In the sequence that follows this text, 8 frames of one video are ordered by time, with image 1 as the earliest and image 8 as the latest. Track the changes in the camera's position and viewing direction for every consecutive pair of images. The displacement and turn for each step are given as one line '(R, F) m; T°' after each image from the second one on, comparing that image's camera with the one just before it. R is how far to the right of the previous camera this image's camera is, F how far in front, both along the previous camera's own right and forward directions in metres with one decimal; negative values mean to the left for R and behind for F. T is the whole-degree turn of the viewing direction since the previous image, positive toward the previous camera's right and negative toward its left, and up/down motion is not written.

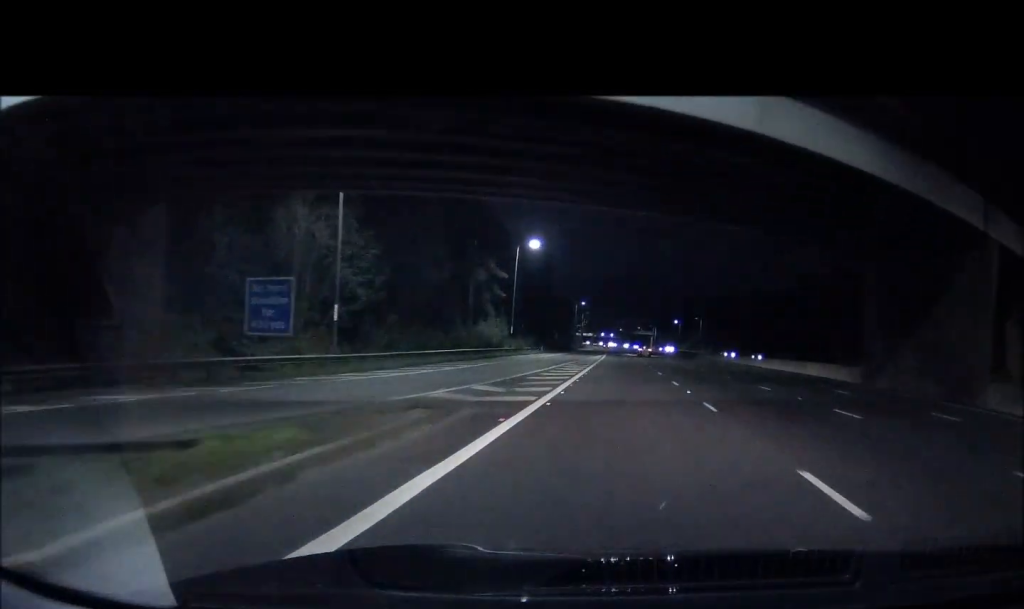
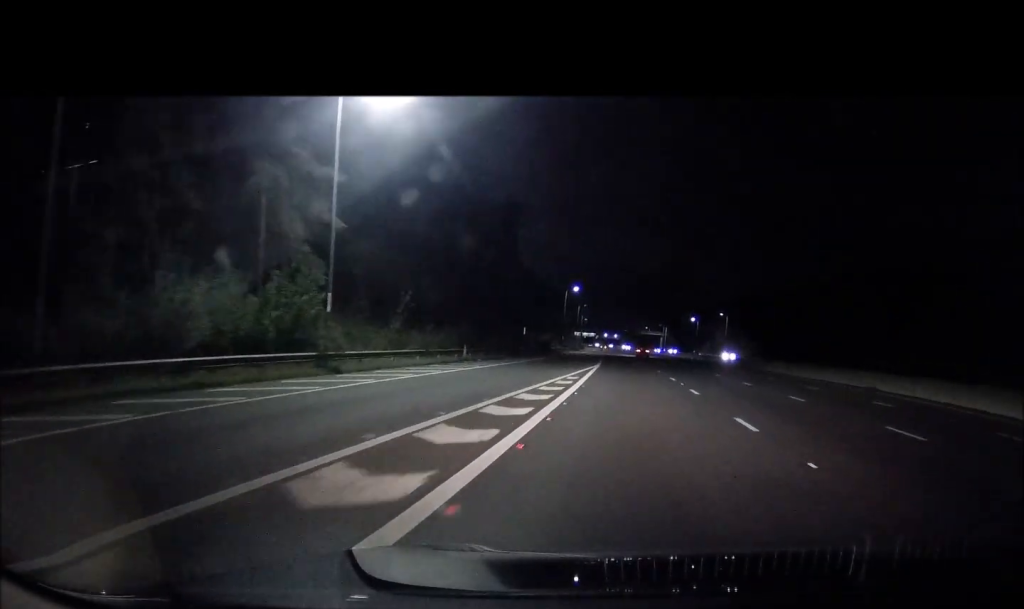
(+0.1, +47.6) m; 0°
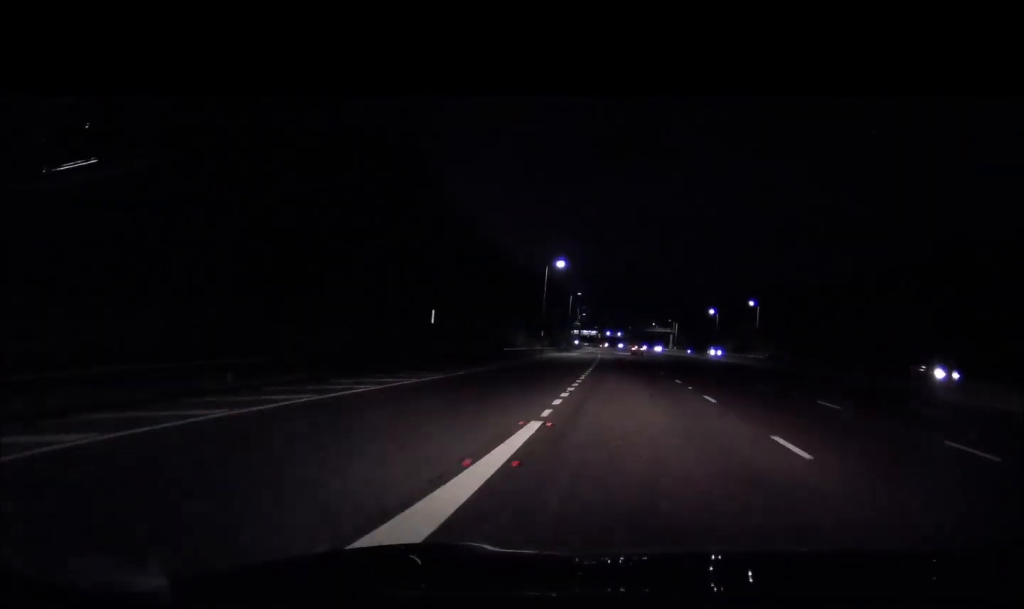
(-0.5, +38.9) m; -1°
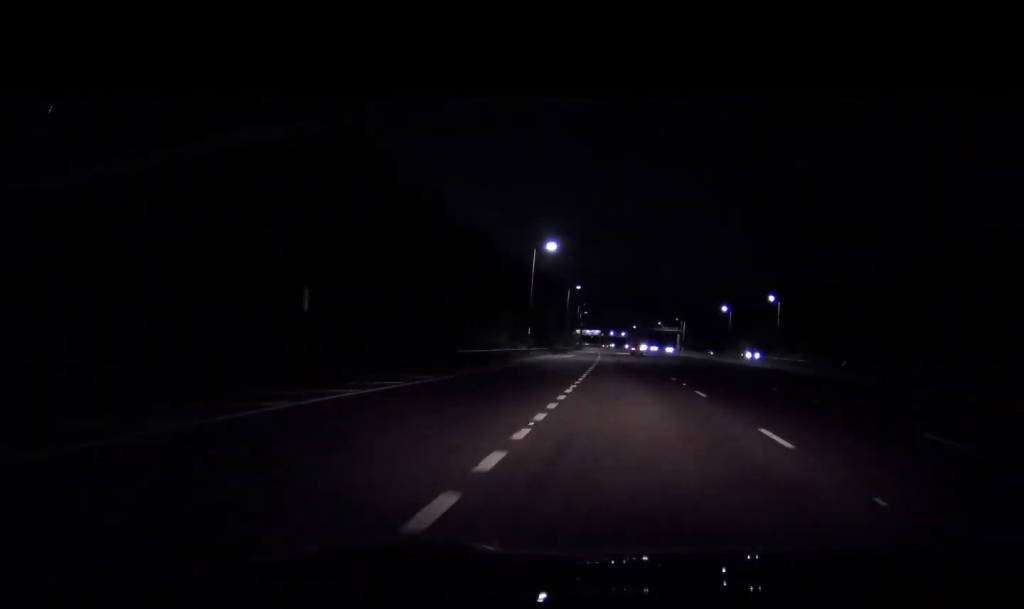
(-0.1, +16.4) m; 0°
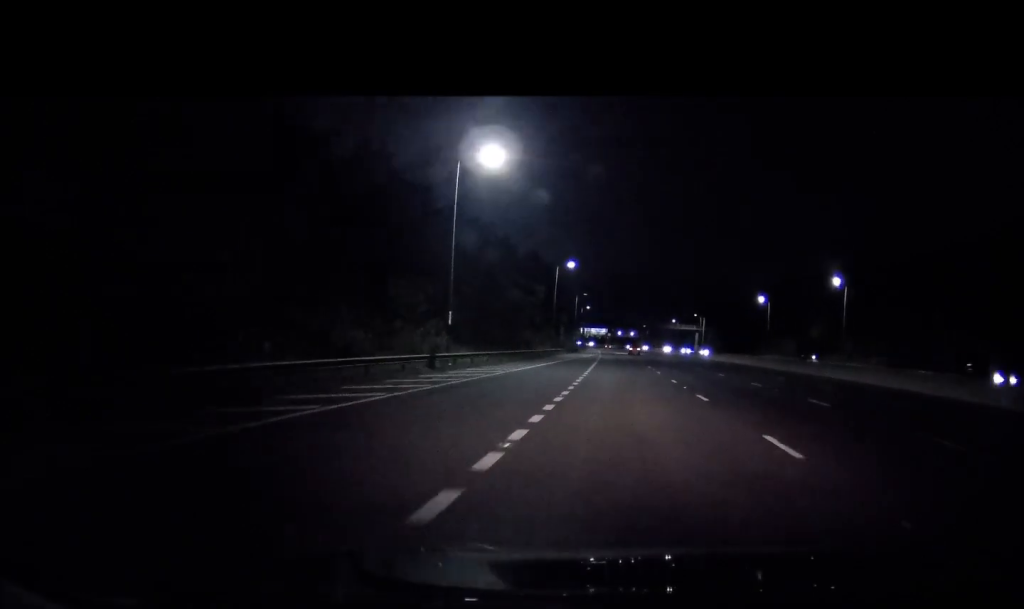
(+0.1, +36.7) m; 0°
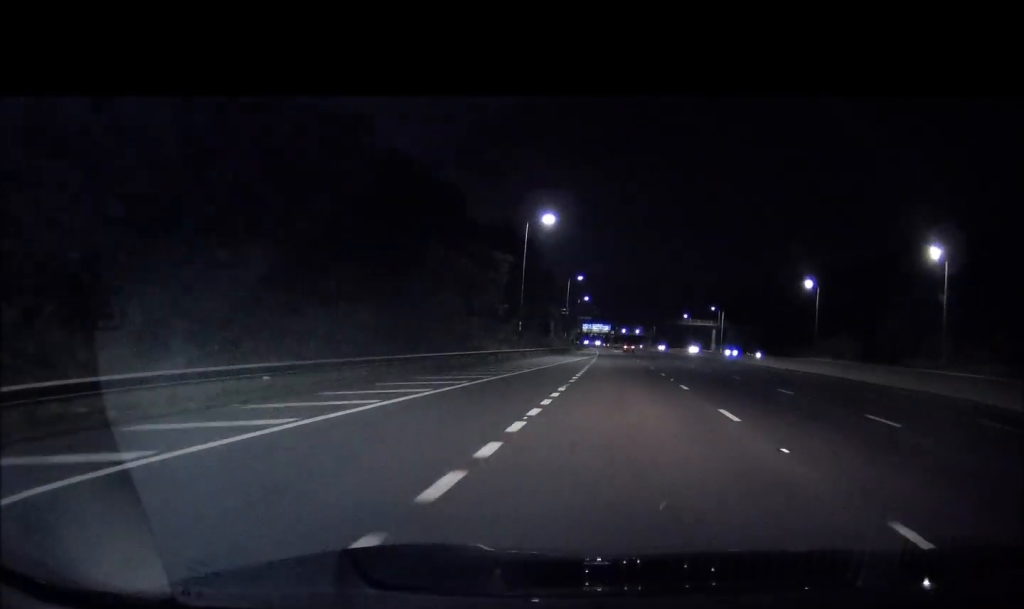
(0.0, +31.9) m; 0°
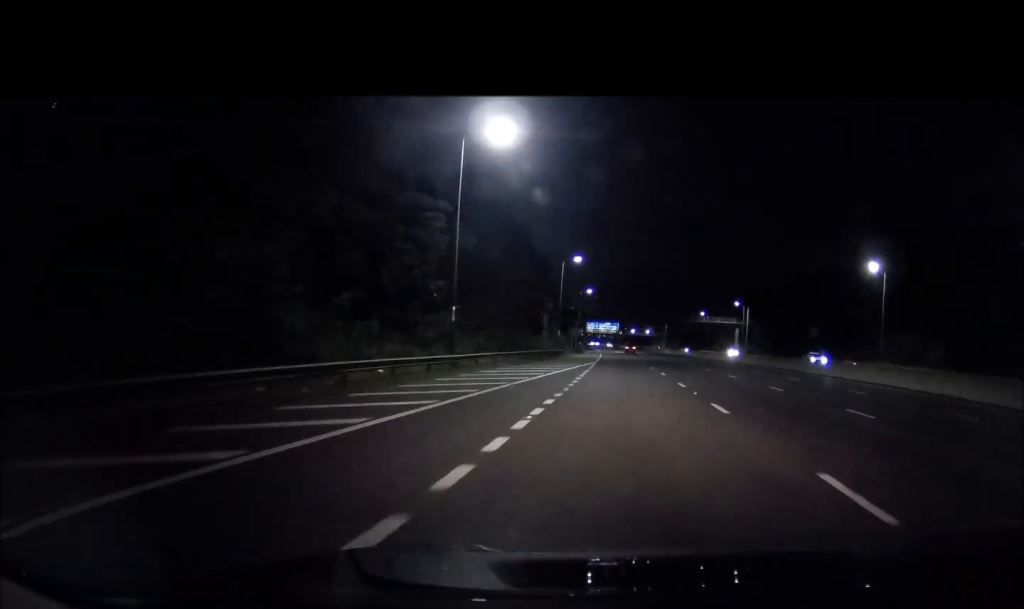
(-0.2, +25.1) m; -1°
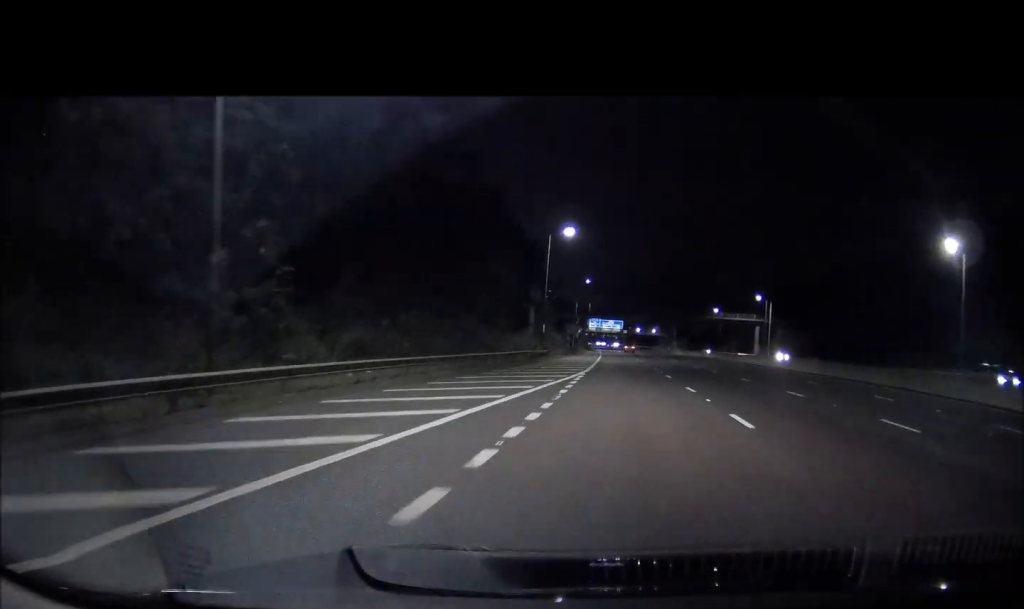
(-0.1, +20.2) m; -1°
